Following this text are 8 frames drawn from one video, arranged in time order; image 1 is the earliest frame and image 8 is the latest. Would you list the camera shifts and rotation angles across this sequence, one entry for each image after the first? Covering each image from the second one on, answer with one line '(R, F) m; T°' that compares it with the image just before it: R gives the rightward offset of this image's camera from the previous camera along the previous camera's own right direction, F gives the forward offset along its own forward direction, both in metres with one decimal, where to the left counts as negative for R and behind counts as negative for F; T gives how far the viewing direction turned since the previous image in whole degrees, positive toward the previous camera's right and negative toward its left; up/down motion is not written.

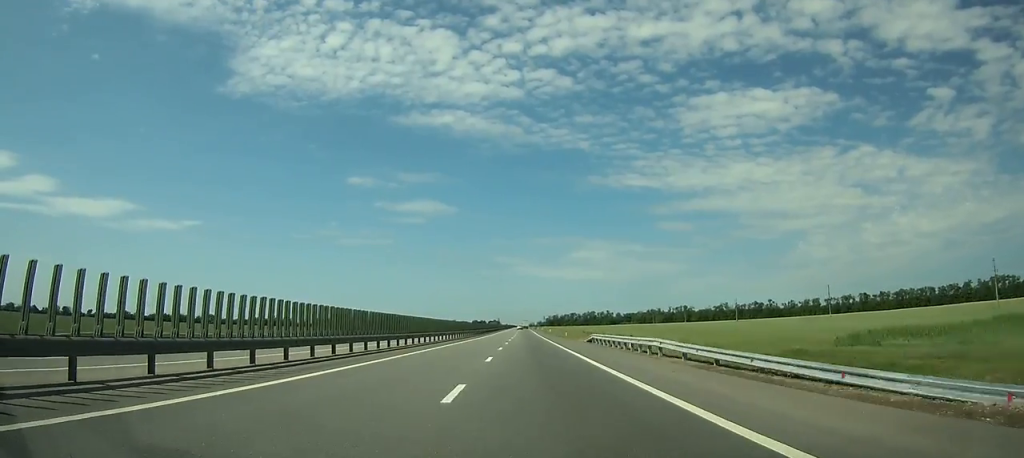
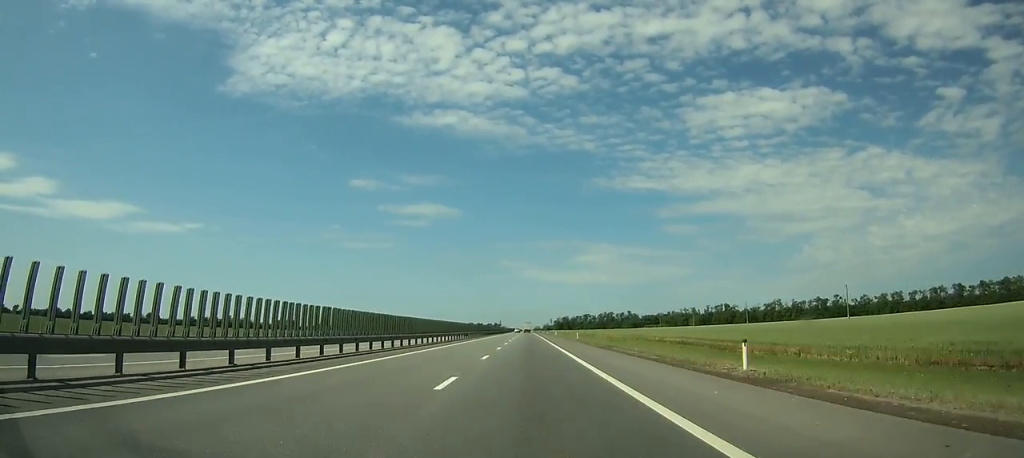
(-0.9, +122.2) m; -1°
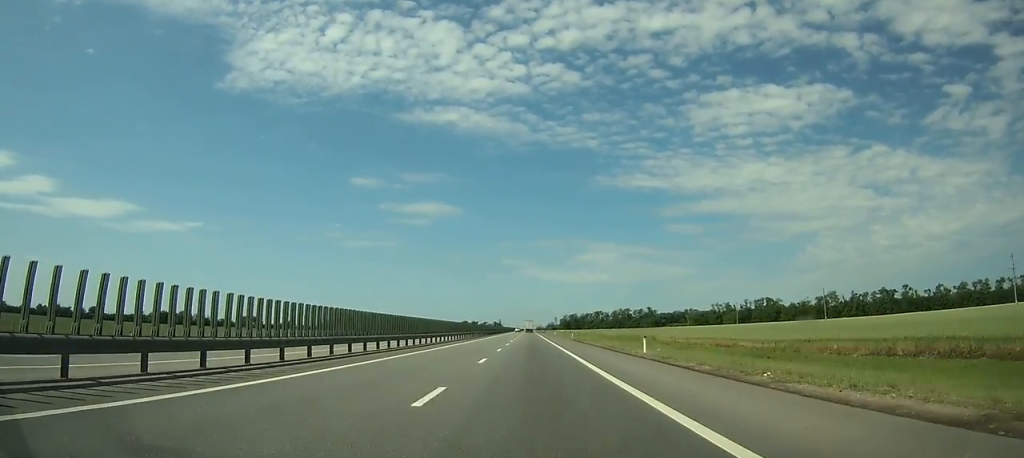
(-0.2, +87.5) m; 0°
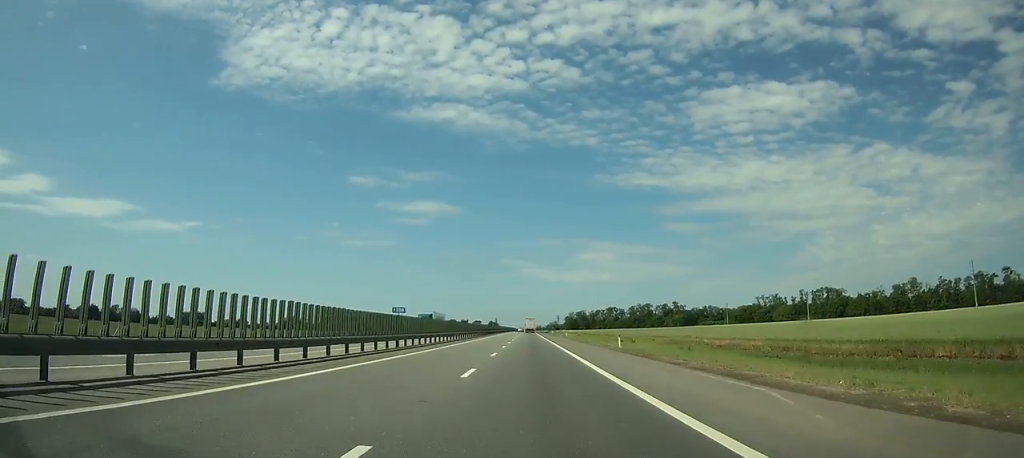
(-0.2, +90.3) m; 0°
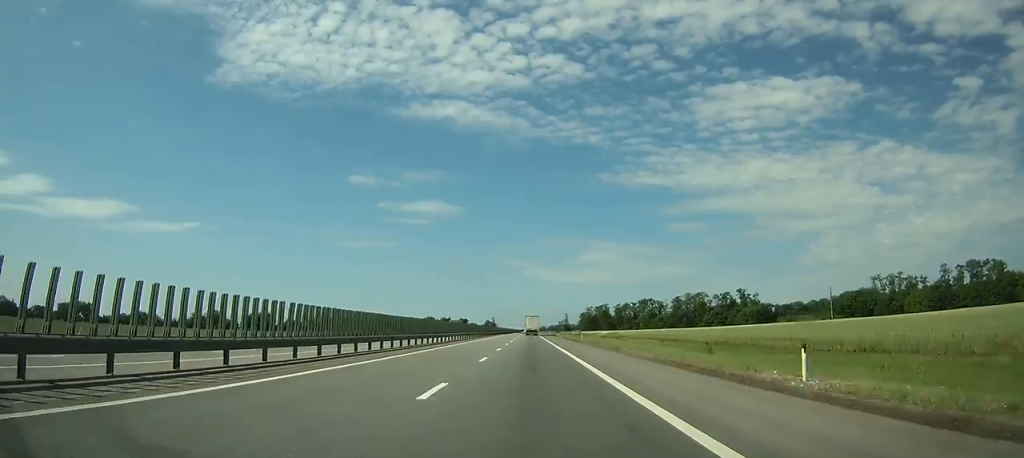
(-0.2, +122.8) m; 0°
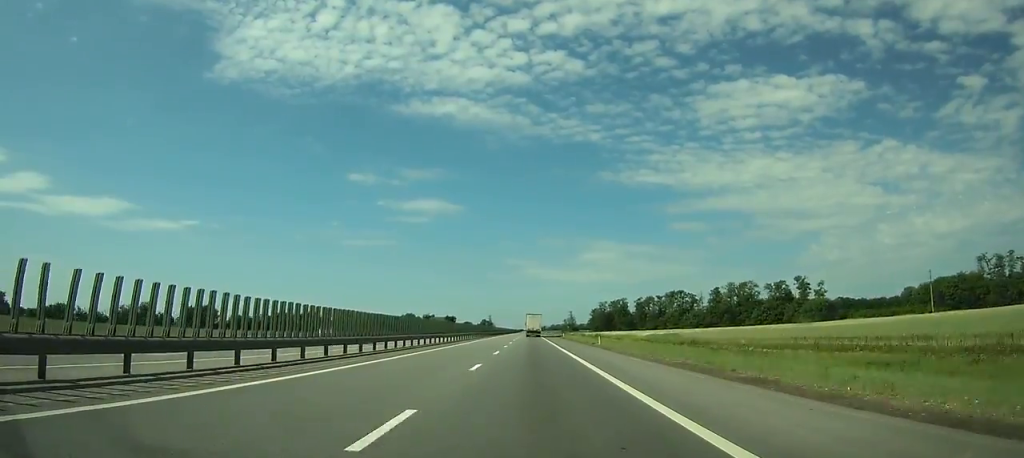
(+0.1, +67.6) m; 0°
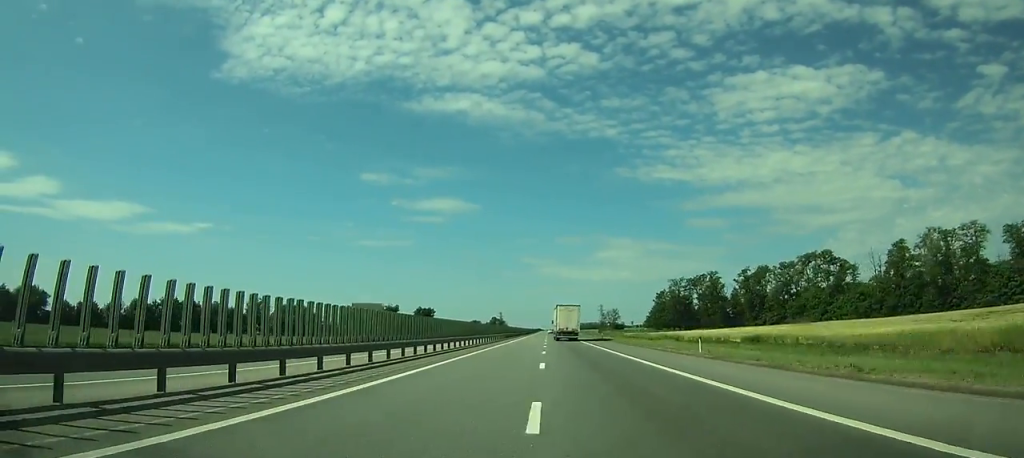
(-1.1, +120.2) m; -1°
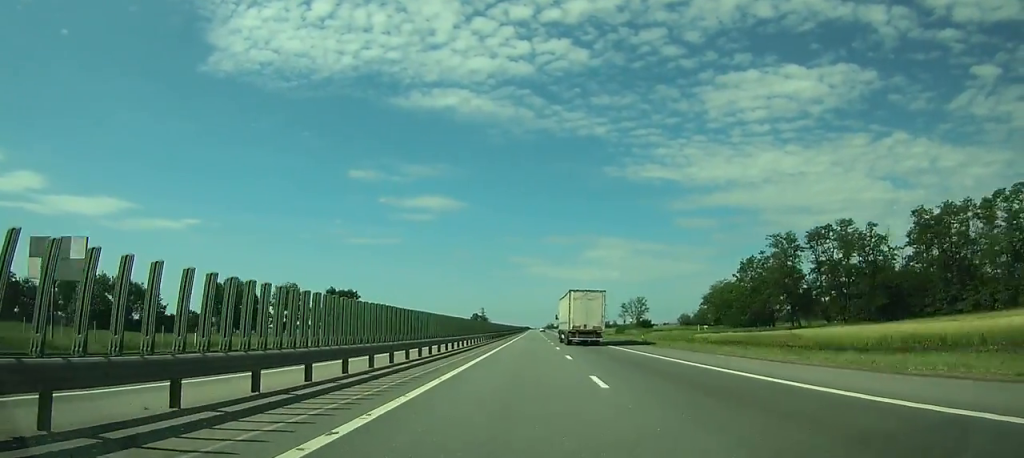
(-0.4, +79.1) m; 0°
